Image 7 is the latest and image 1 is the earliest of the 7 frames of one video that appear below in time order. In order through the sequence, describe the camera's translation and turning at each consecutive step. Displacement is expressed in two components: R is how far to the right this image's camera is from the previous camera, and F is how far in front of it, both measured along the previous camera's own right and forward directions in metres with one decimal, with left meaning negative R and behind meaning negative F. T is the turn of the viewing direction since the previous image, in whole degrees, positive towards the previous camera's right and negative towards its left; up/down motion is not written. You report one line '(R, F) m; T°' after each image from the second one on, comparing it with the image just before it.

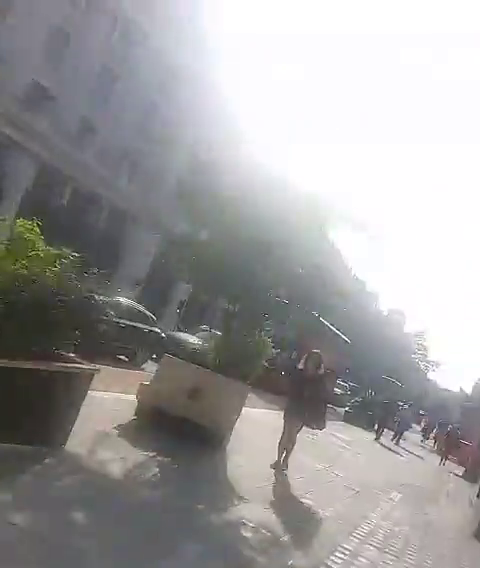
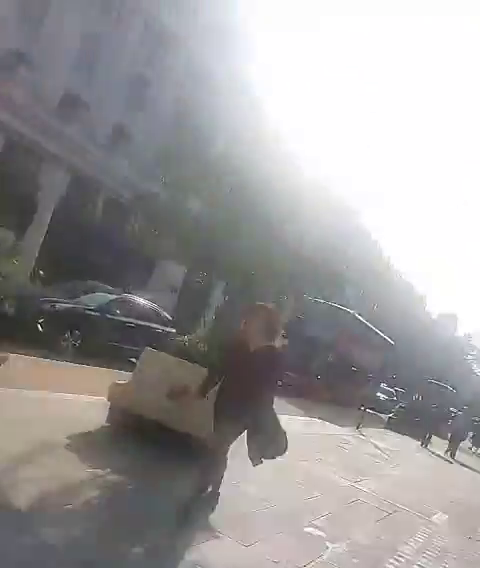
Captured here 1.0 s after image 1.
(0.0, +1.4) m; -1°
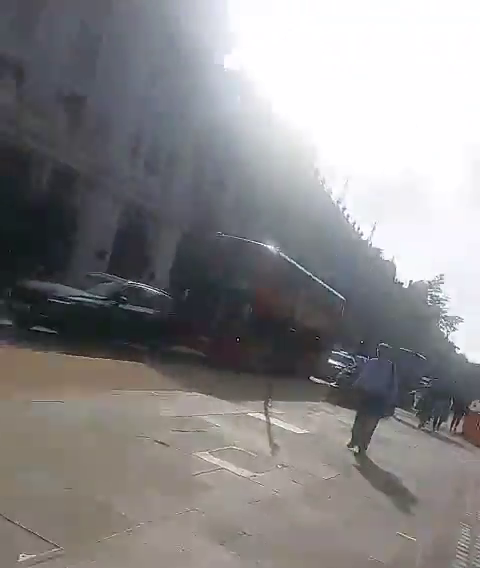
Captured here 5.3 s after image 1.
(-1.2, +5.9) m; -11°
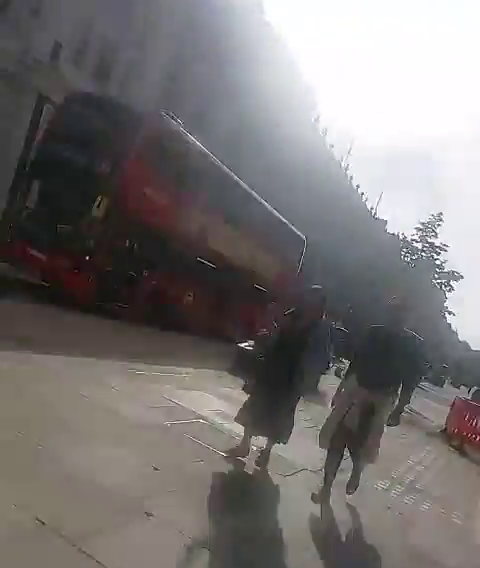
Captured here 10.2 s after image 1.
(+0.7, +6.9) m; -1°
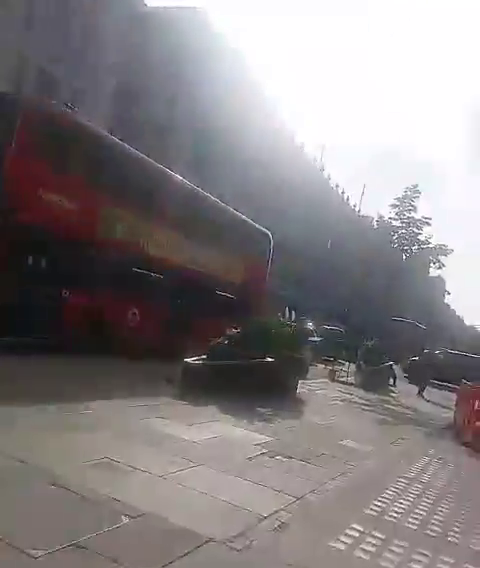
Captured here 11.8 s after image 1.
(-0.1, +2.1) m; -5°
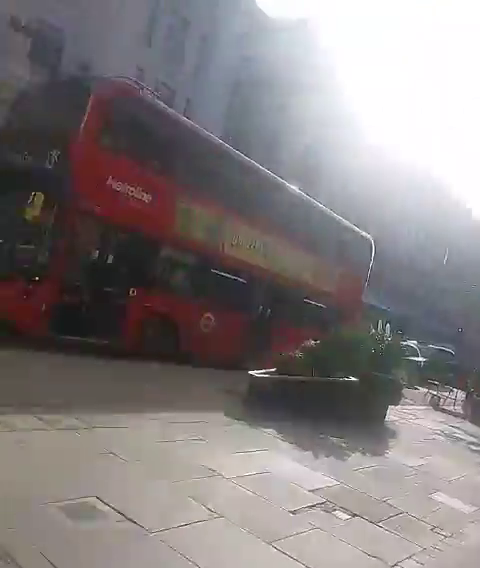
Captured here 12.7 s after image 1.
(-0.1, +1.3) m; -2°
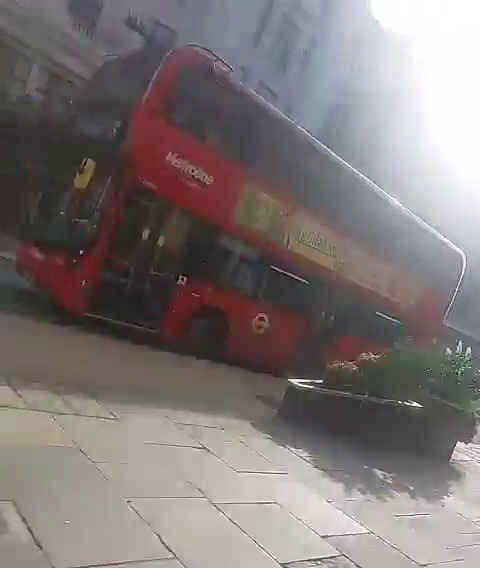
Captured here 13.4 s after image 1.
(0.0, +1.0) m; -1°
